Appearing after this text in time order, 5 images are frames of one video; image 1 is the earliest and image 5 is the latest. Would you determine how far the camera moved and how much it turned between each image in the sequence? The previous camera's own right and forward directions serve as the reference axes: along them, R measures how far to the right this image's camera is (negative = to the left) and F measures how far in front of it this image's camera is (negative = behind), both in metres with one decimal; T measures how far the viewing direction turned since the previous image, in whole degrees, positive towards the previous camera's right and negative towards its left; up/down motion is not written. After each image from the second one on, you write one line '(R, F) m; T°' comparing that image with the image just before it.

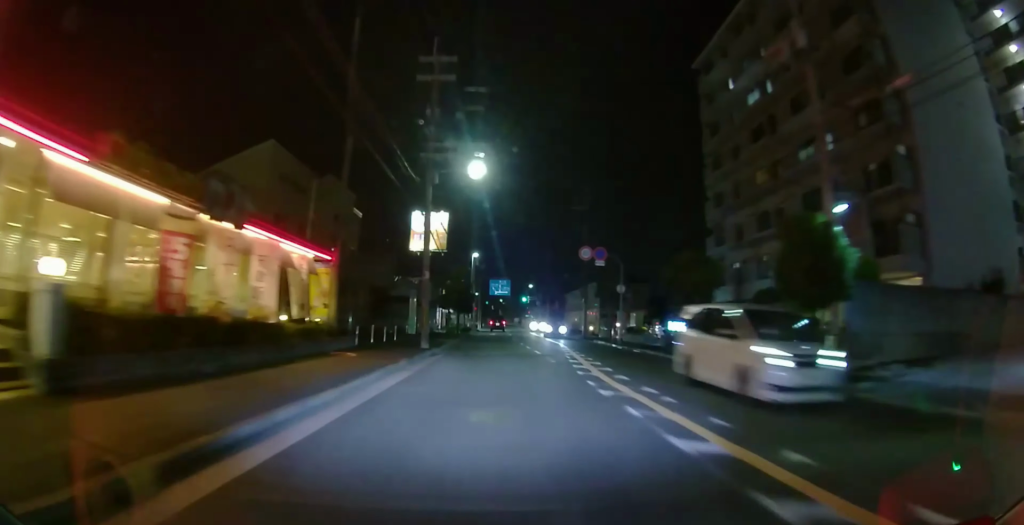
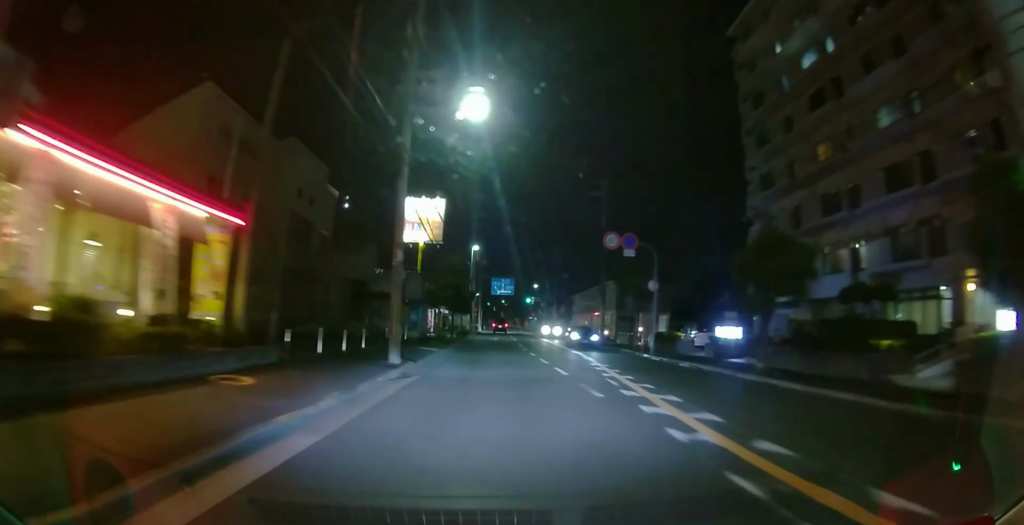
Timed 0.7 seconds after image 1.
(0.0, +7.1) m; 0°
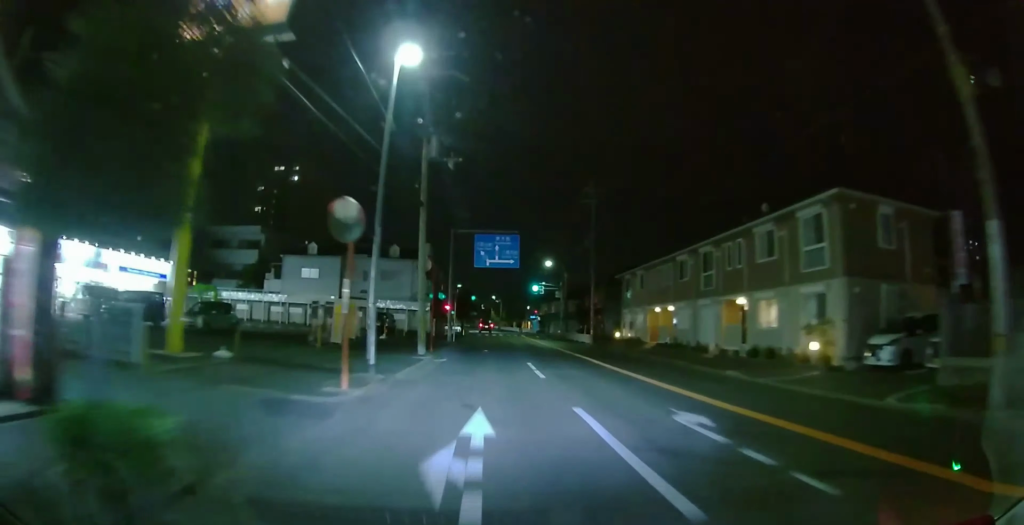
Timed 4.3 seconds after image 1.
(+0.1, +36.7) m; -1°
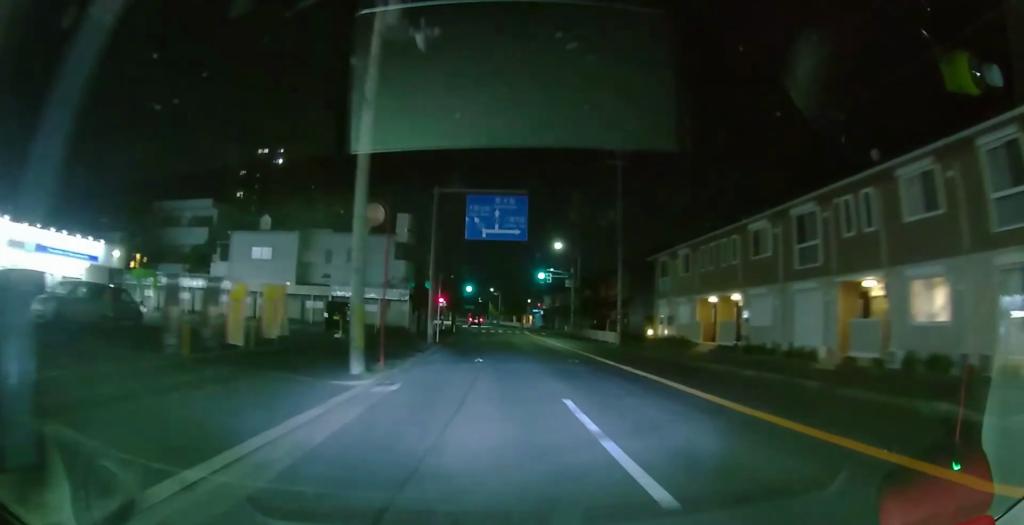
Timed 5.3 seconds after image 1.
(0.0, +10.2) m; +1°
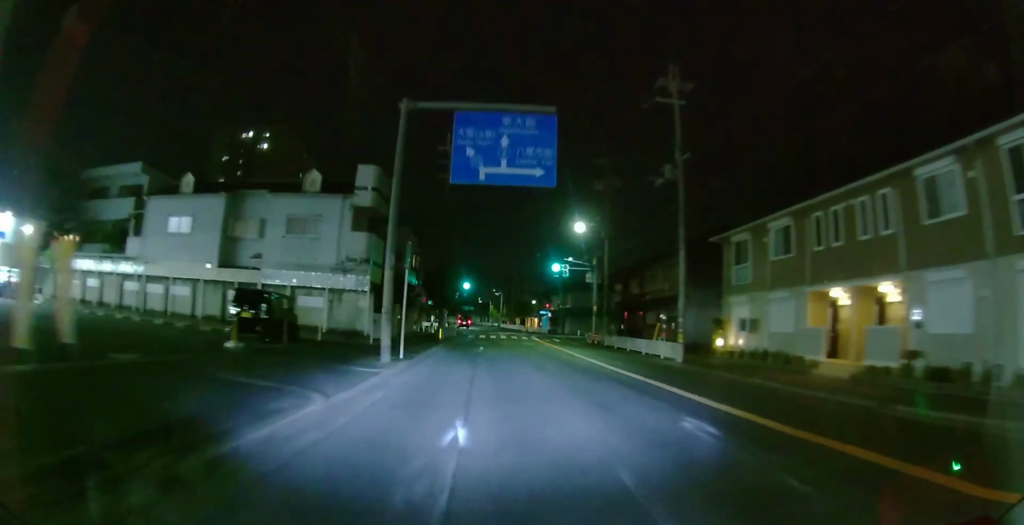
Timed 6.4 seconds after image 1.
(+0.1, +11.4) m; +2°
